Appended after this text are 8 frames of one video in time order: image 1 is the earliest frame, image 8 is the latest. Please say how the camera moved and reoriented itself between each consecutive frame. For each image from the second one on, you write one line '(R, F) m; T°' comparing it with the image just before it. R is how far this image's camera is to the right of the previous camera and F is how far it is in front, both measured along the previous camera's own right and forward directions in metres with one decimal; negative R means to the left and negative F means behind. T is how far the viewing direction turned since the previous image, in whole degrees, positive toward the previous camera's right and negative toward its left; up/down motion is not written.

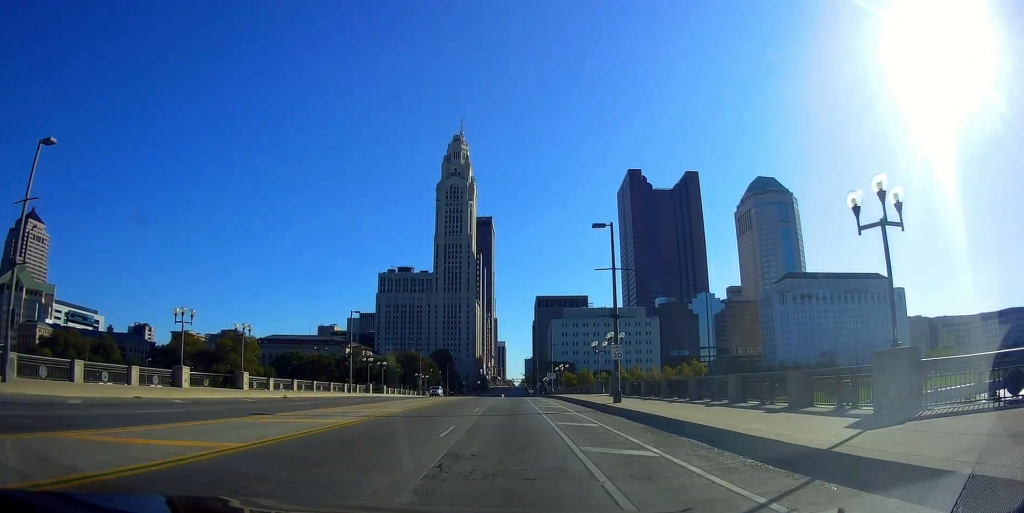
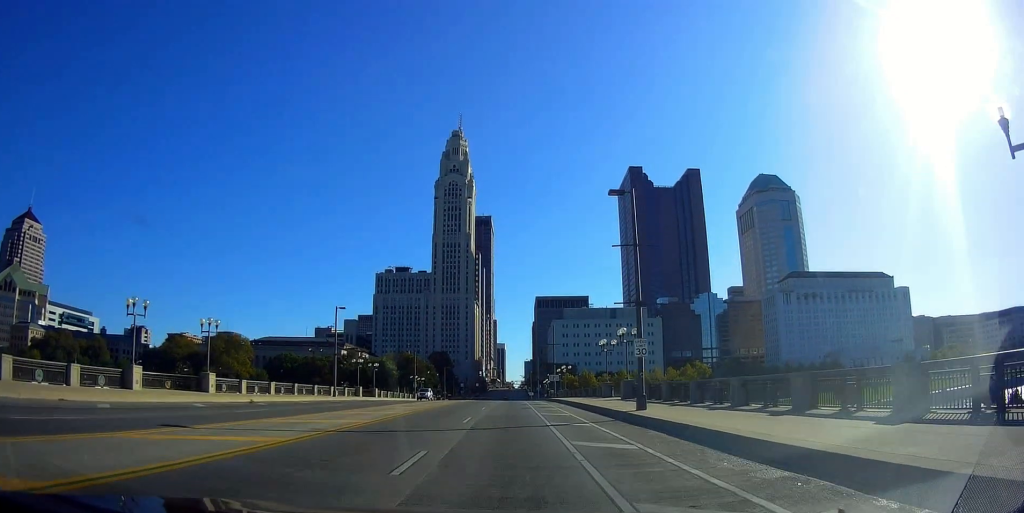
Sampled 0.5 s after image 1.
(+0.5, +5.2) m; 0°
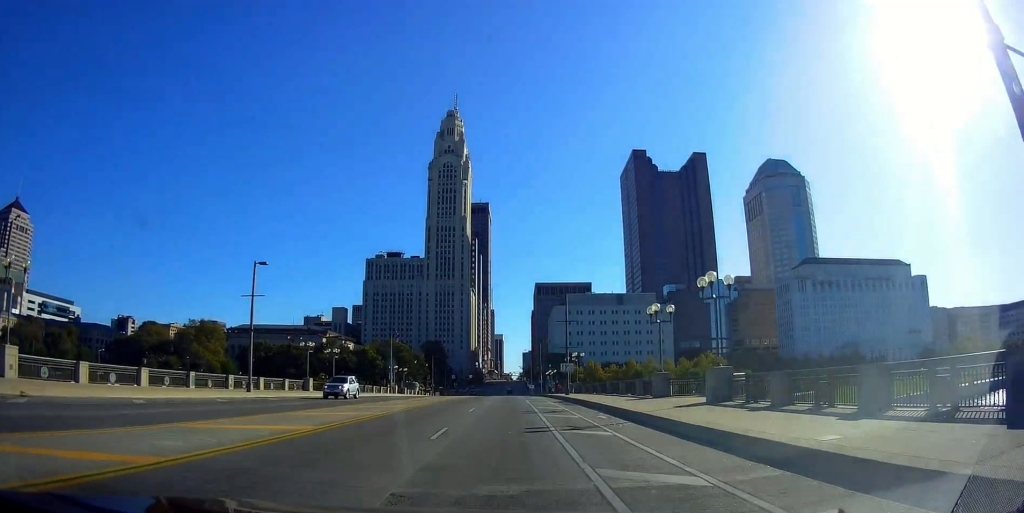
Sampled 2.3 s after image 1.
(-1.3, +18.3) m; -4°
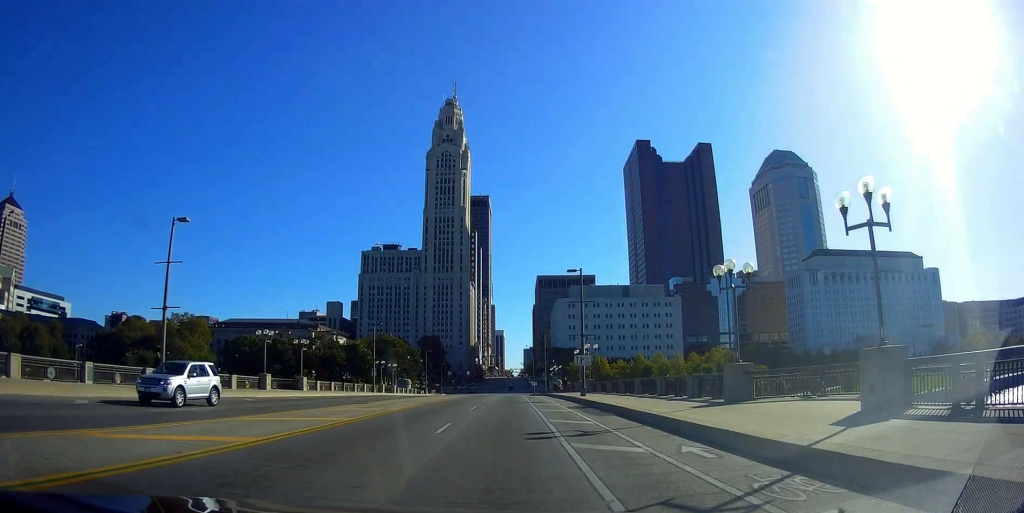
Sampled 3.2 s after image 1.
(0.0, +10.5) m; 0°
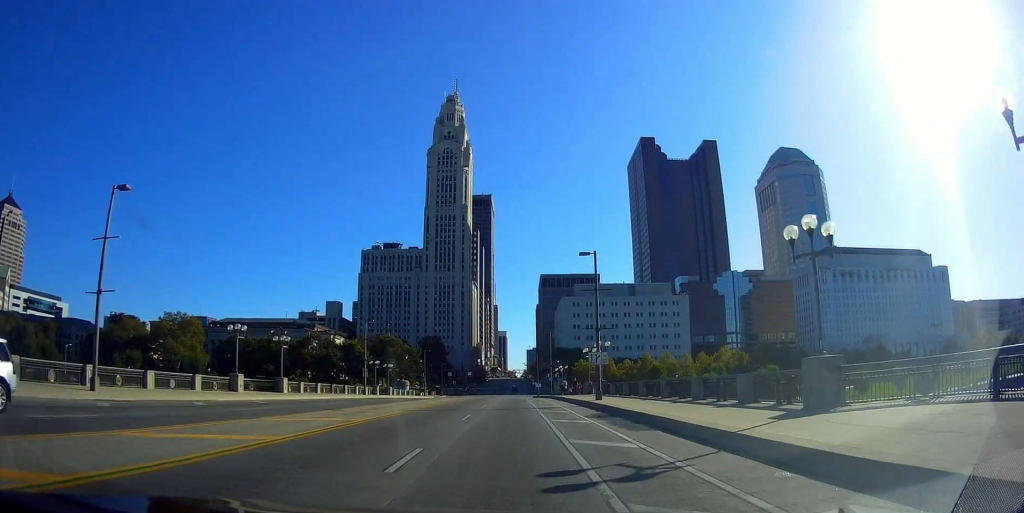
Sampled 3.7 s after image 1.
(0.0, +5.8) m; 0°
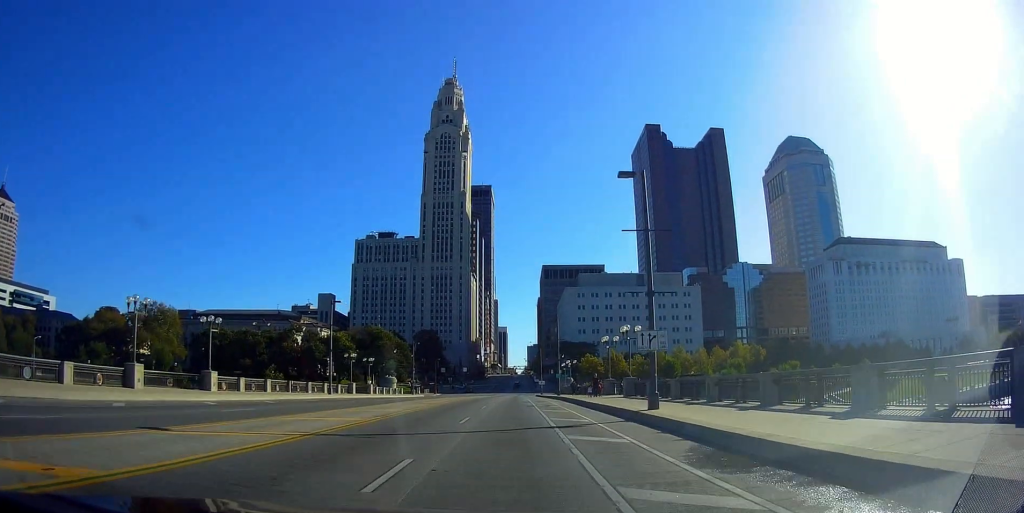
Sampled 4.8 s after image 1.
(0.0, +13.0) m; 0°
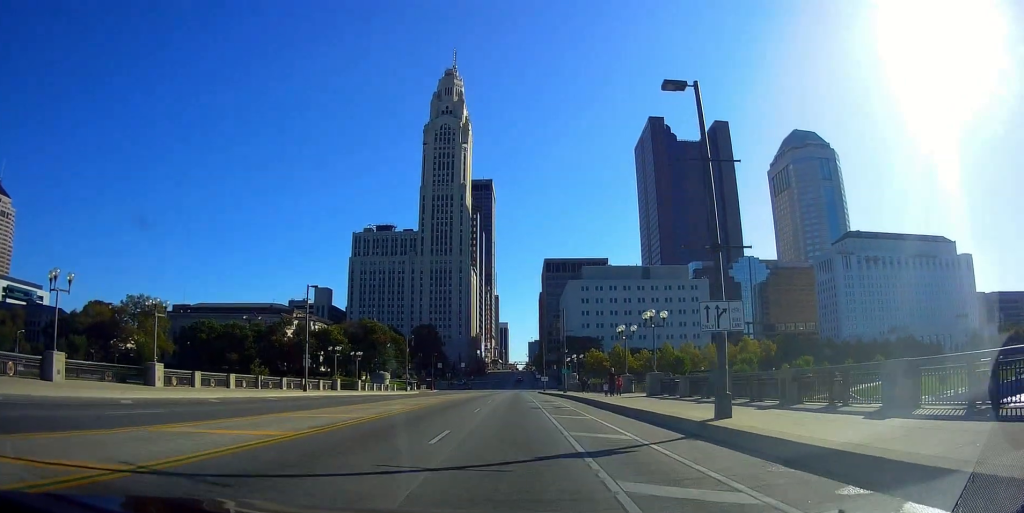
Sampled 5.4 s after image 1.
(0.0, +6.9) m; 0°
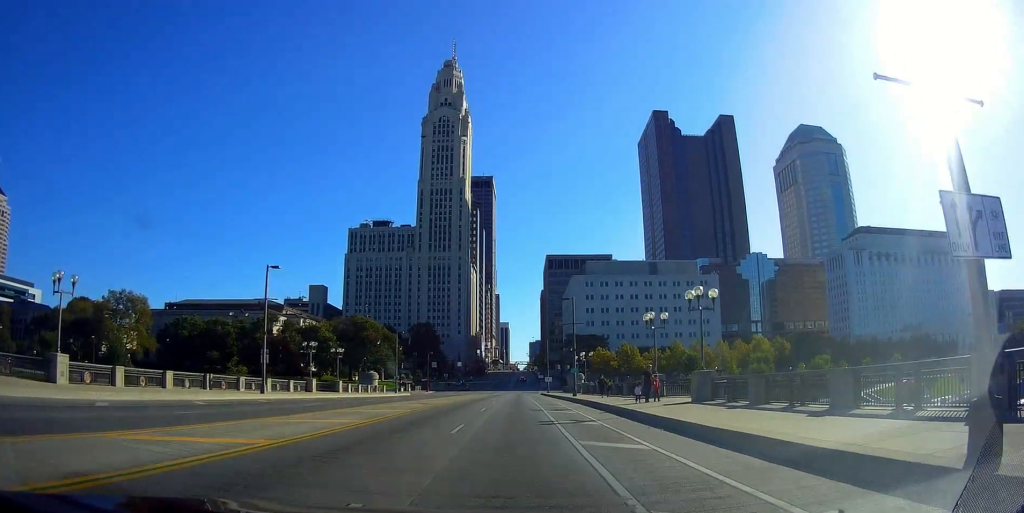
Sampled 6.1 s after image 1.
(0.0, +8.8) m; -1°
